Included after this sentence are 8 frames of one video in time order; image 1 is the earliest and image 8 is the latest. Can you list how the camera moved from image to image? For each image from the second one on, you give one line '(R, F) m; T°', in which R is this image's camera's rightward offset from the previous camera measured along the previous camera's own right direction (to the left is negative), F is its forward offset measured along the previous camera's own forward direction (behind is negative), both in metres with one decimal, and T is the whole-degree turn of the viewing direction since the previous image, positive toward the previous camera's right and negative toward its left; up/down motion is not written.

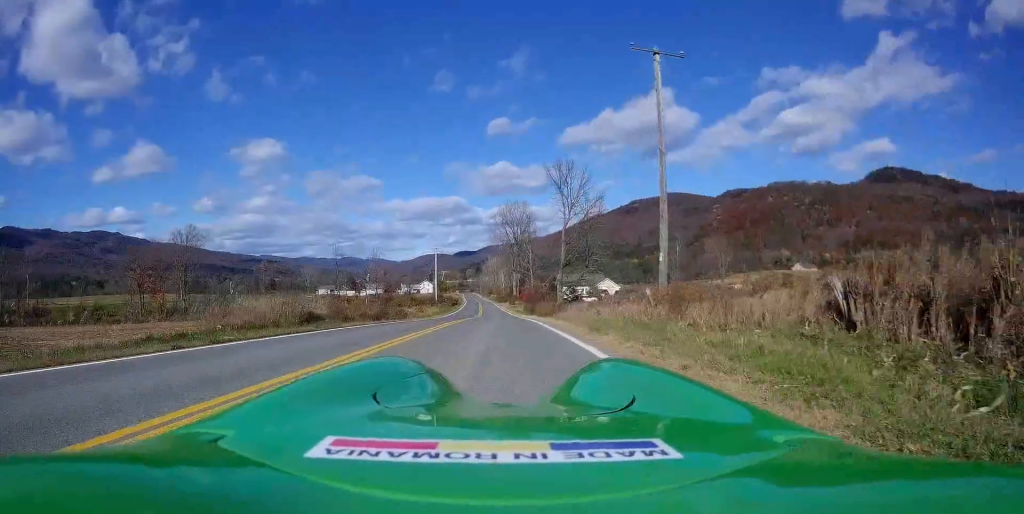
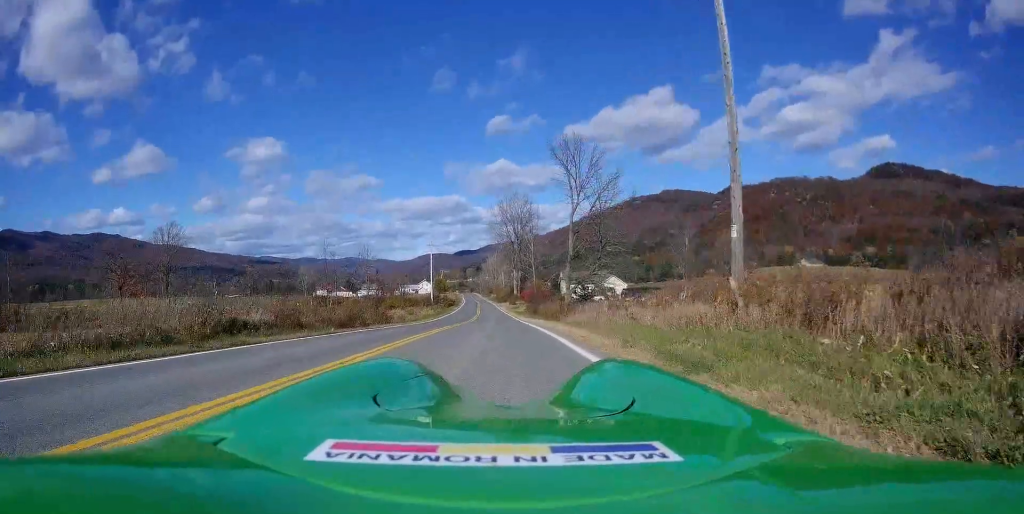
(0.0, +7.5) m; 0°
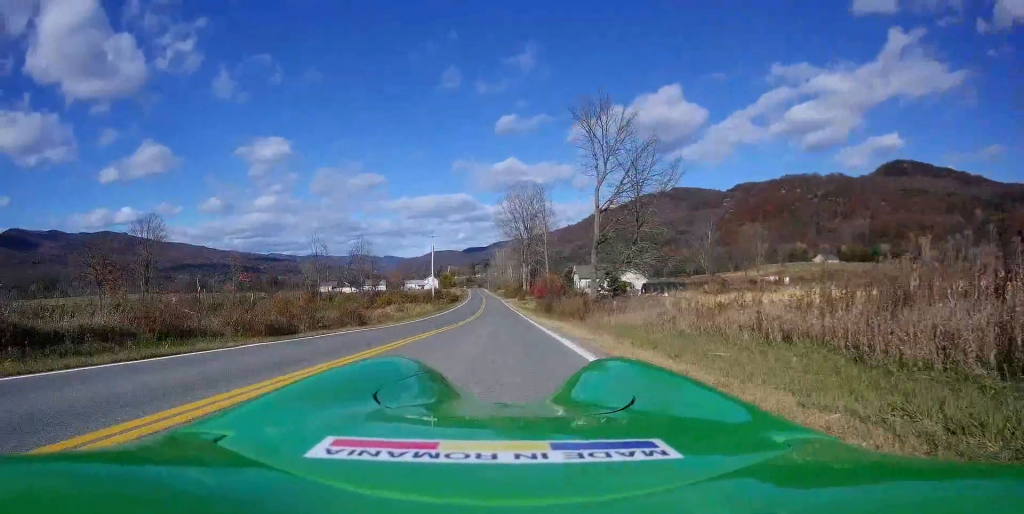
(0.0, +10.0) m; 0°
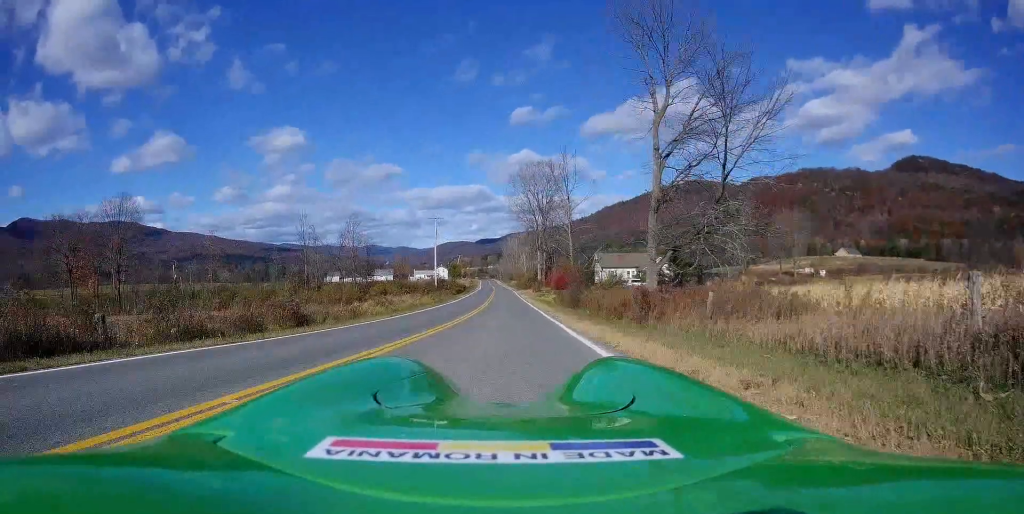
(0.0, +12.8) m; +1°
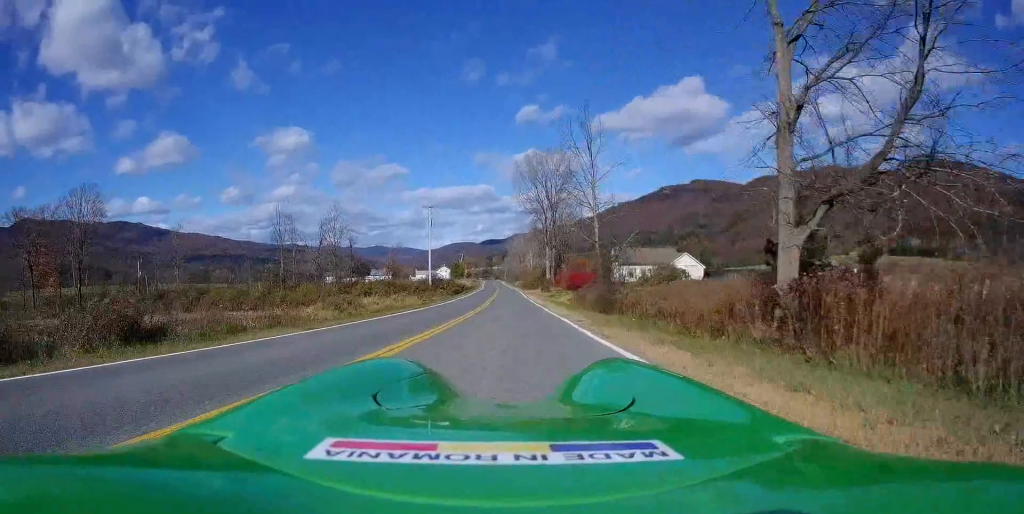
(+0.1, +11.8) m; 0°
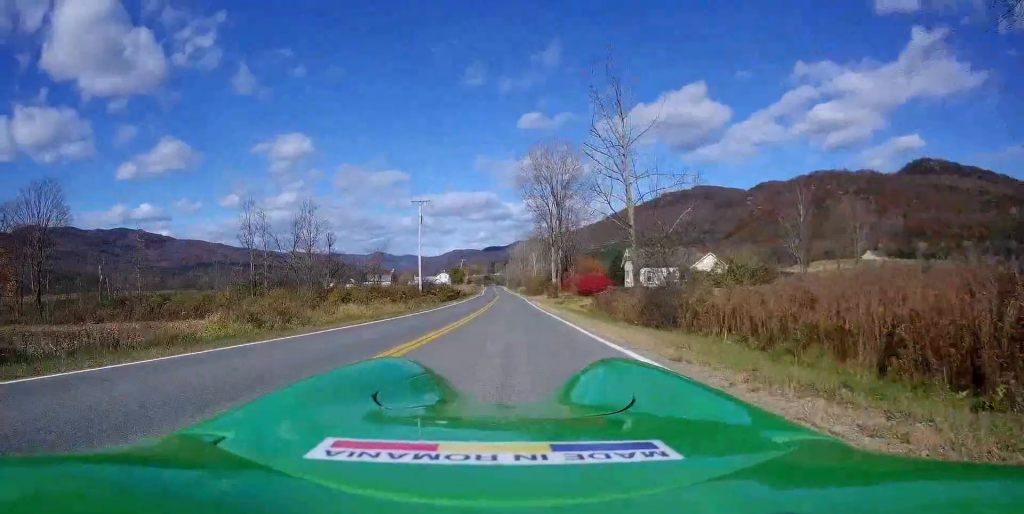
(+0.1, +10.0) m; -2°
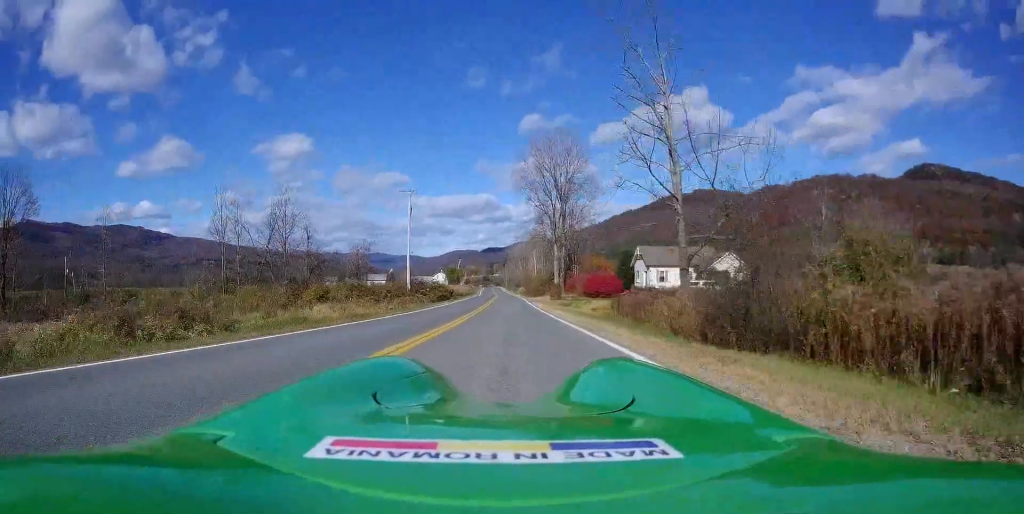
(-0.4, +7.6) m; -2°
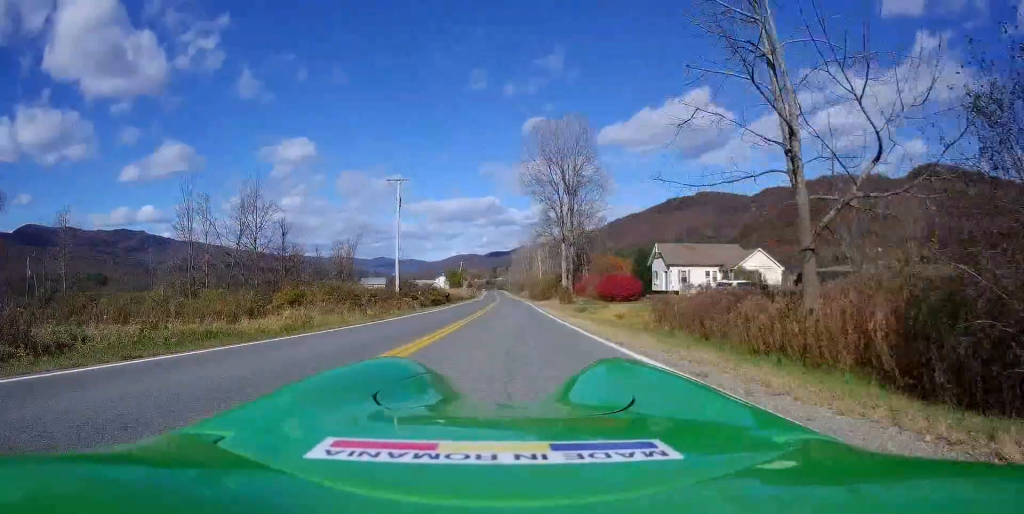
(-0.1, +7.7) m; -1°
